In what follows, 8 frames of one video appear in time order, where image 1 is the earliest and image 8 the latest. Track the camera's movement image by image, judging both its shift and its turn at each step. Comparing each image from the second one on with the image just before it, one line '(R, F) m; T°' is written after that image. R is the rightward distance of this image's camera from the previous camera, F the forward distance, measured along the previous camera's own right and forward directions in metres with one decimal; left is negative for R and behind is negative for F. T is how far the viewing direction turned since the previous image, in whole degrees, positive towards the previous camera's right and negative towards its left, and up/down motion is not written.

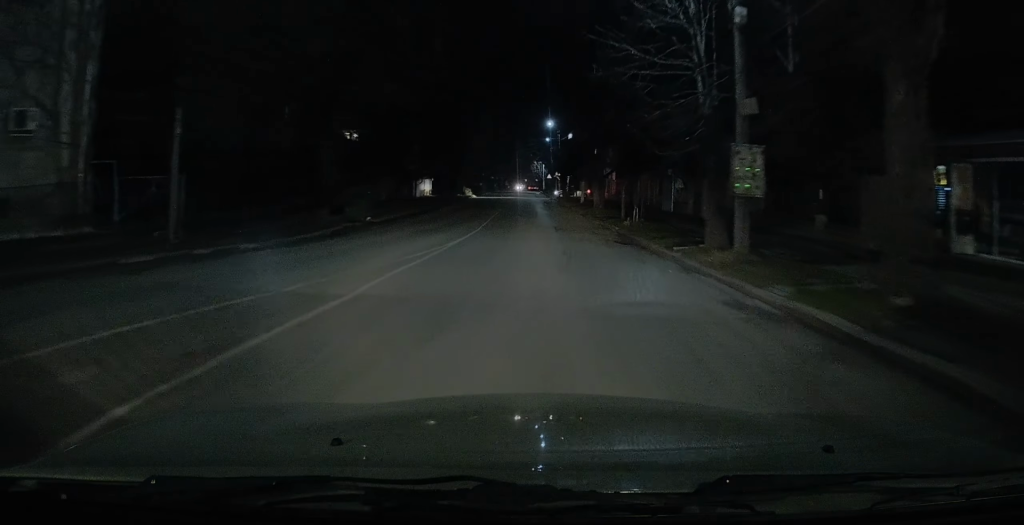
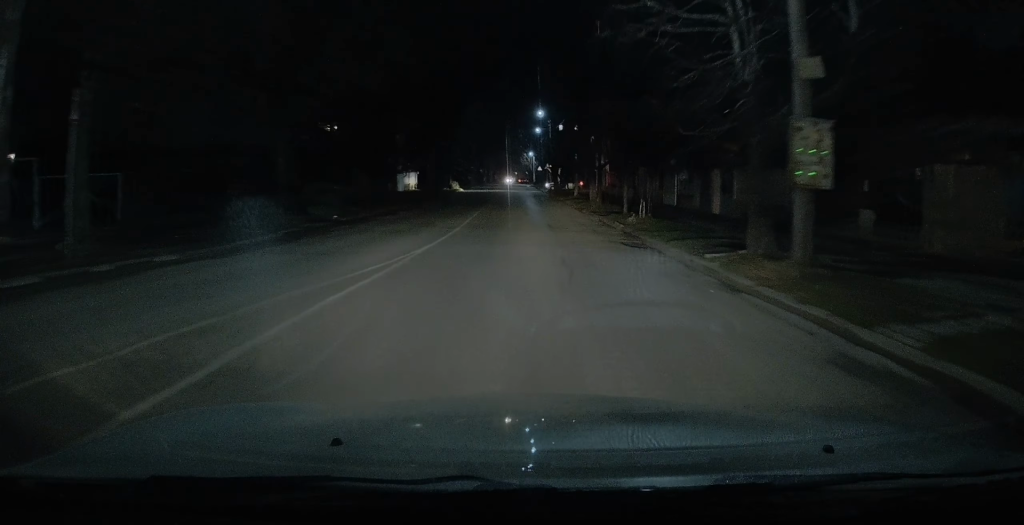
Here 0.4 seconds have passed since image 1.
(0.0, +3.1) m; +1°
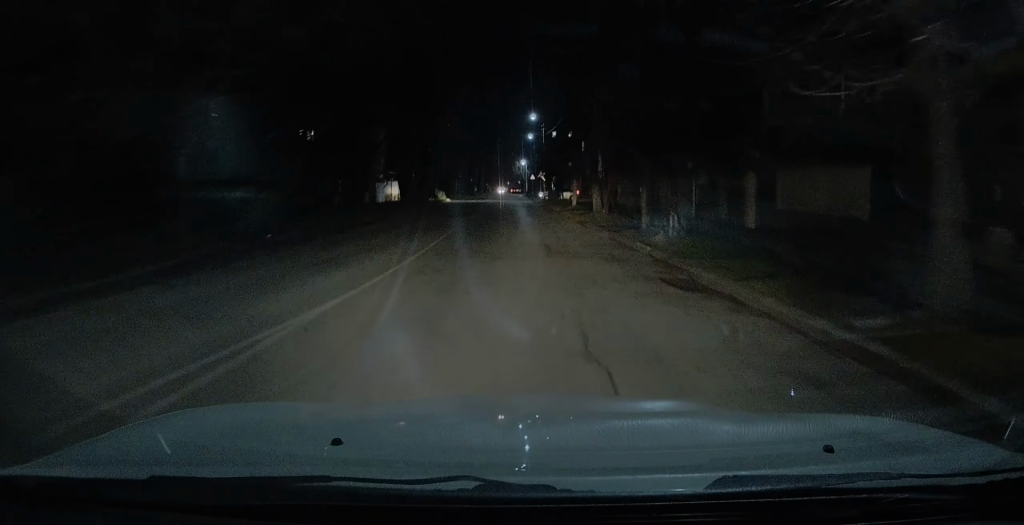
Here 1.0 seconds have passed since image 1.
(0.0, +5.2) m; +2°
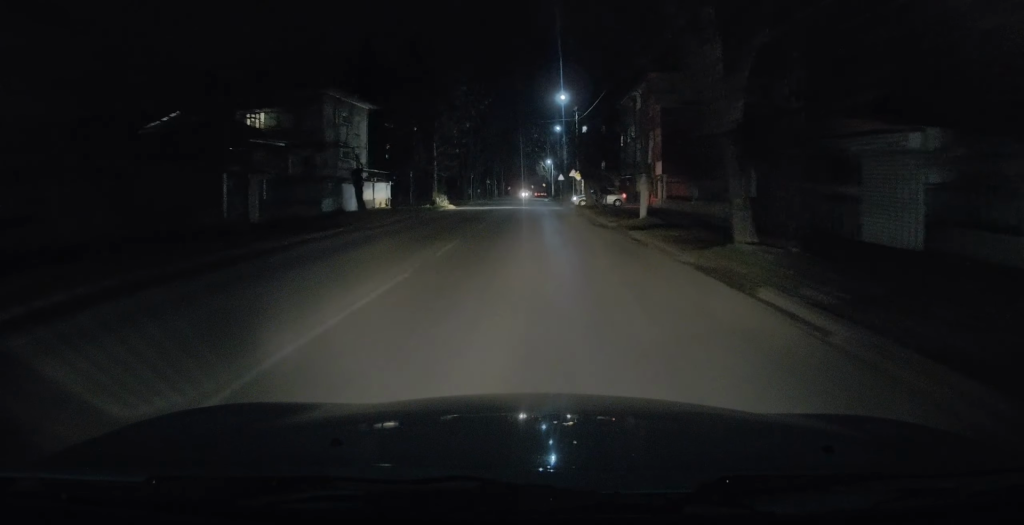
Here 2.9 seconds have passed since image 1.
(+0.9, +16.3) m; +3°
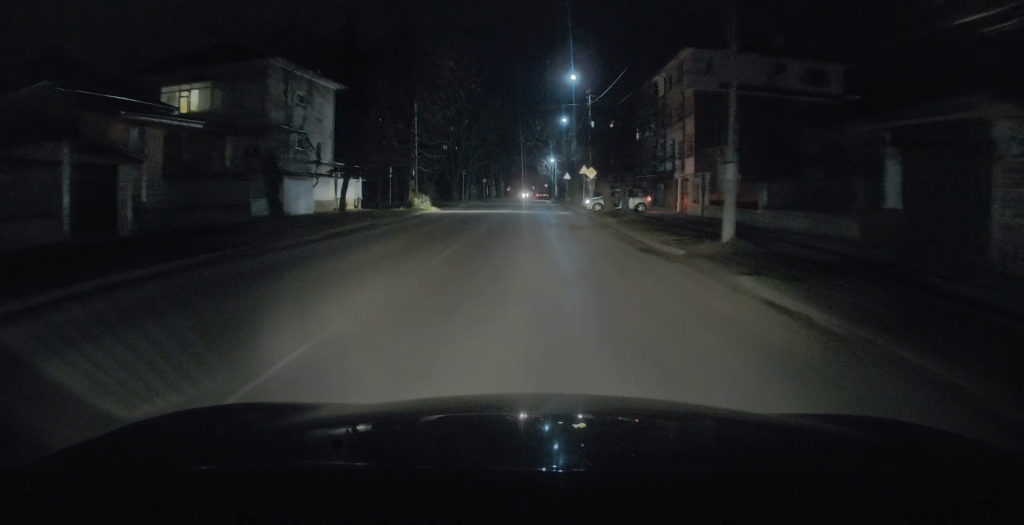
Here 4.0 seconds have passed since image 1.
(-0.1, +10.0) m; -2°
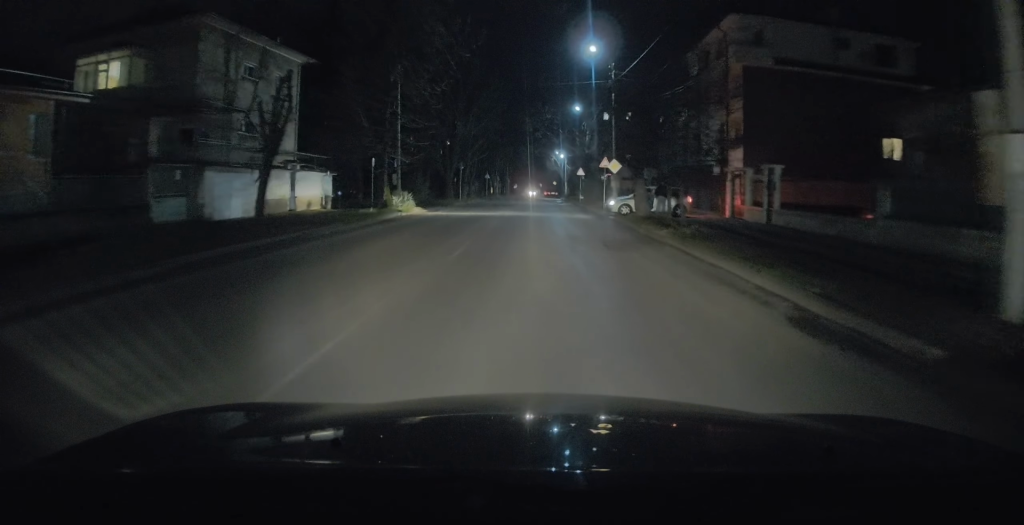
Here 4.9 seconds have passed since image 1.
(-0.1, +8.7) m; -1°
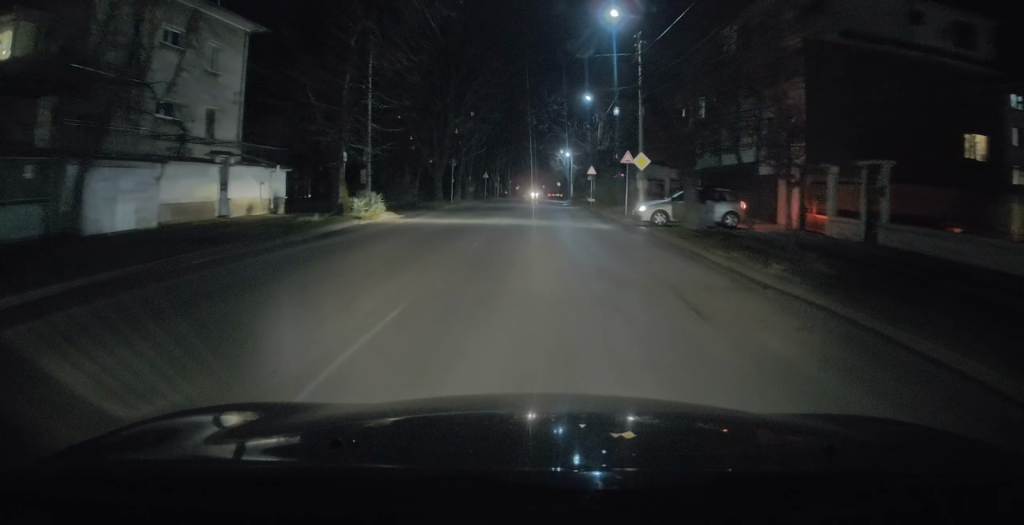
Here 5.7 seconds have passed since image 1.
(-0.1, +7.8) m; 0°
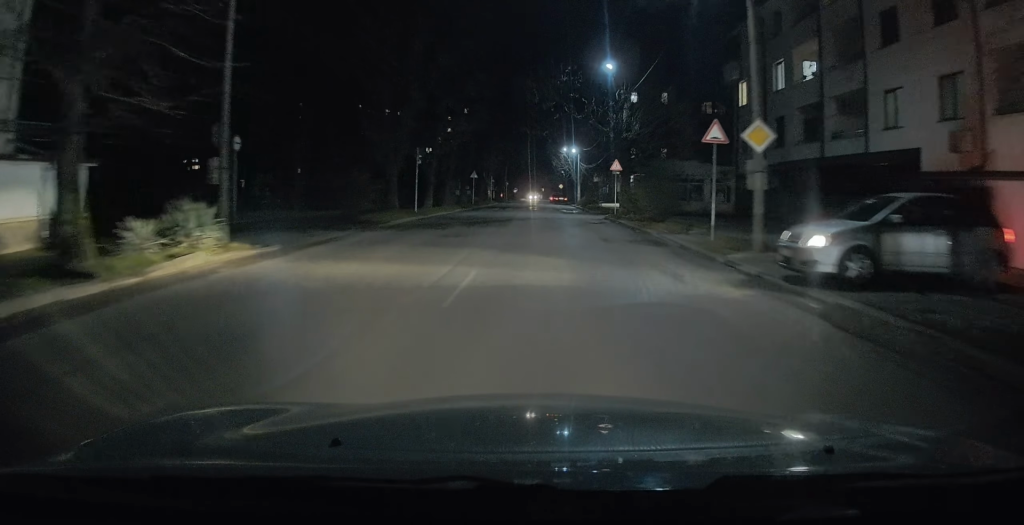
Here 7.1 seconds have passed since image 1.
(+0.2, +14.4) m; 0°
